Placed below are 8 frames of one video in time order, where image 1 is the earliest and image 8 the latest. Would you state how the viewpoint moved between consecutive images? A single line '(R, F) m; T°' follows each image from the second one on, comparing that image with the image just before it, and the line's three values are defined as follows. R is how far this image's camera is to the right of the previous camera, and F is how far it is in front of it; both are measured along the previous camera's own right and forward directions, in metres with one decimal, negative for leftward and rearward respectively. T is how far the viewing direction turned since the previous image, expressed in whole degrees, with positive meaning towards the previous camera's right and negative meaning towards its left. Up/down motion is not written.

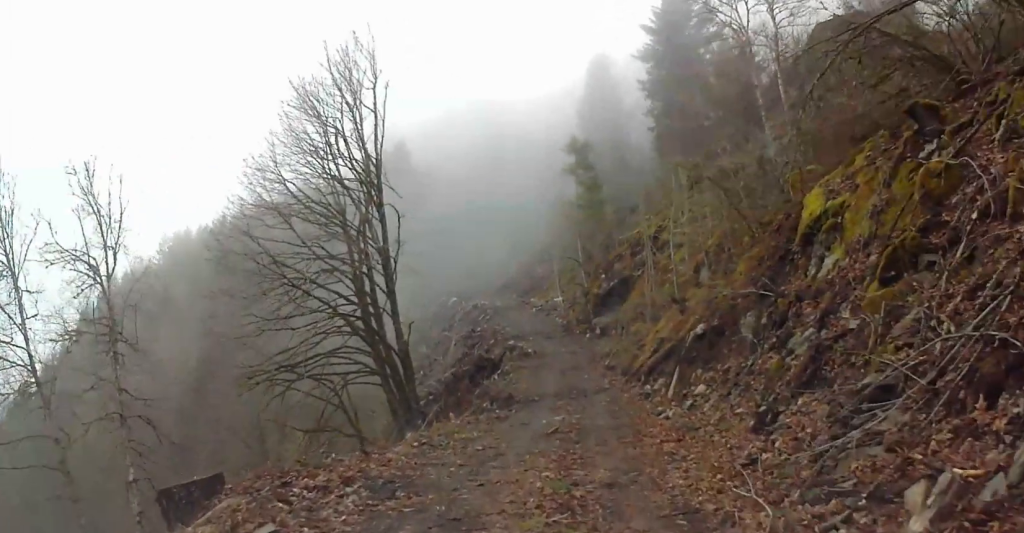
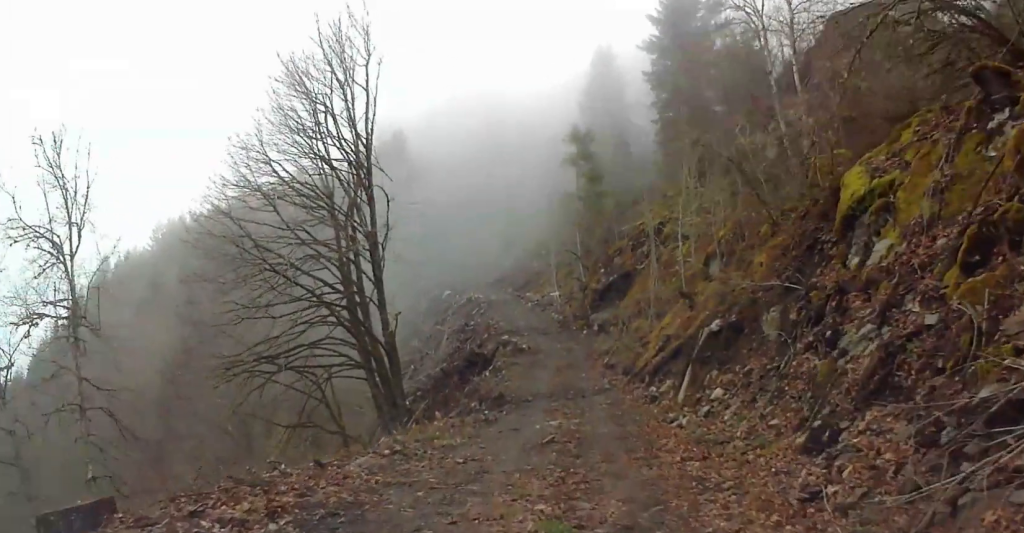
(+0.2, +2.7) m; -1°
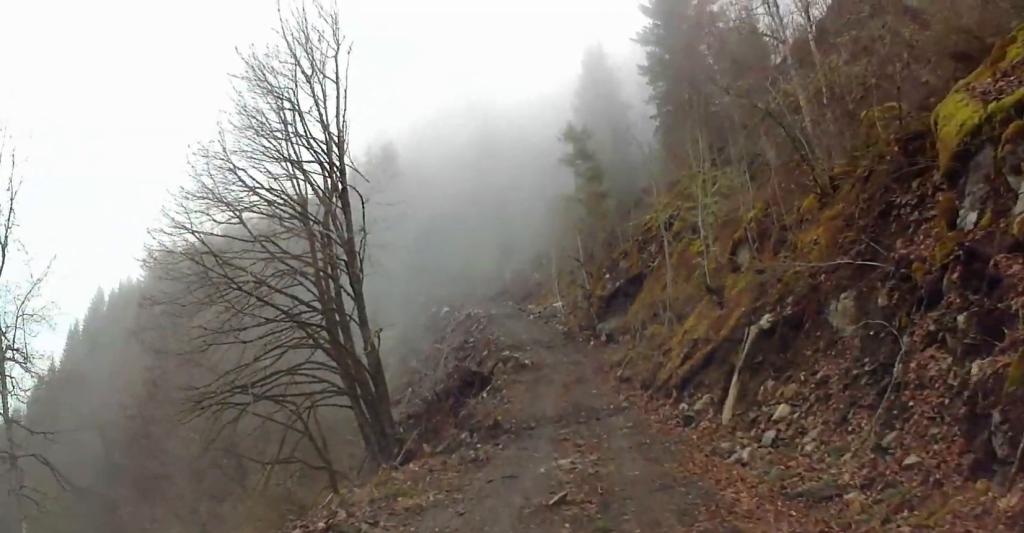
(-0.4, +4.6) m; 0°
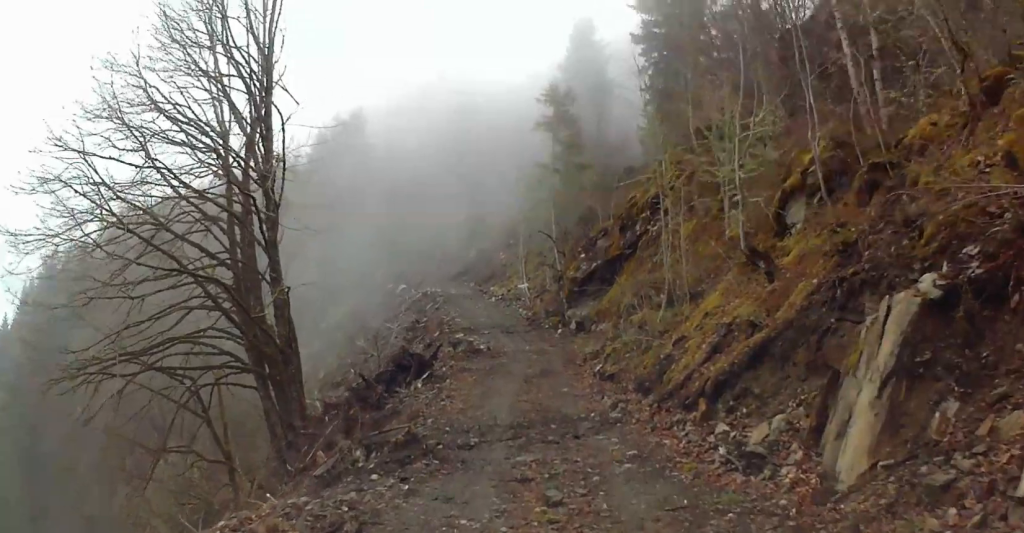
(+0.3, +7.5) m; -2°
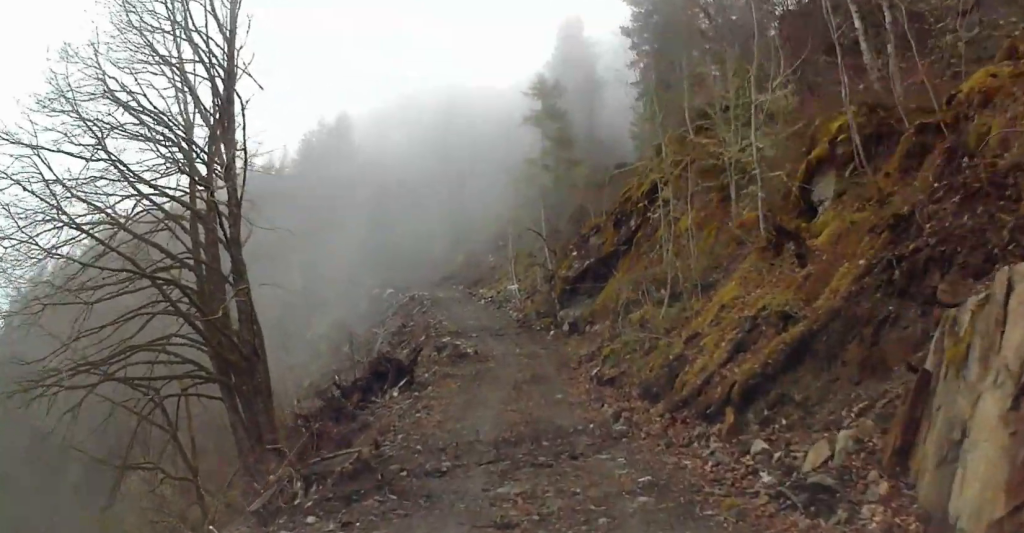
(-0.2, +2.4) m; -2°
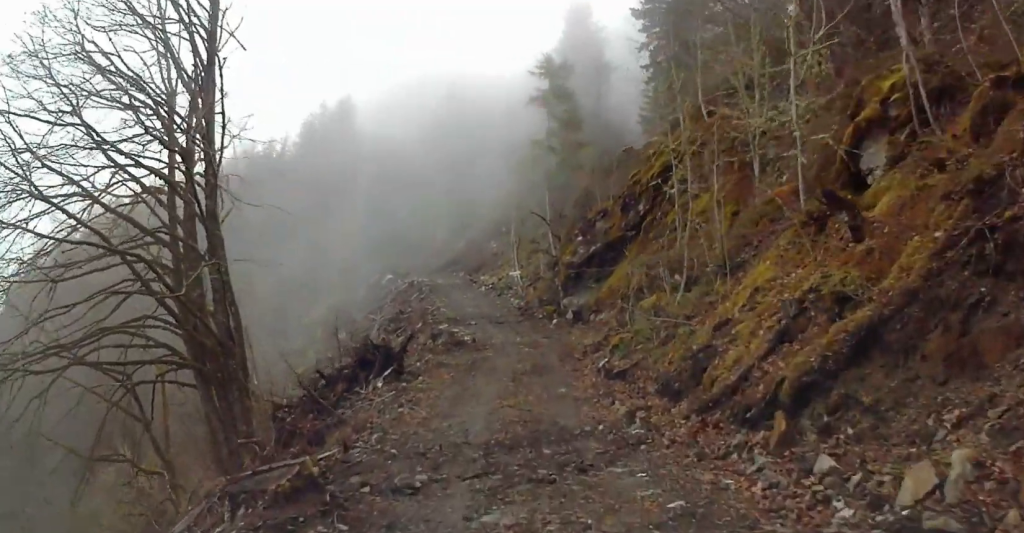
(0.0, +2.0) m; +1°
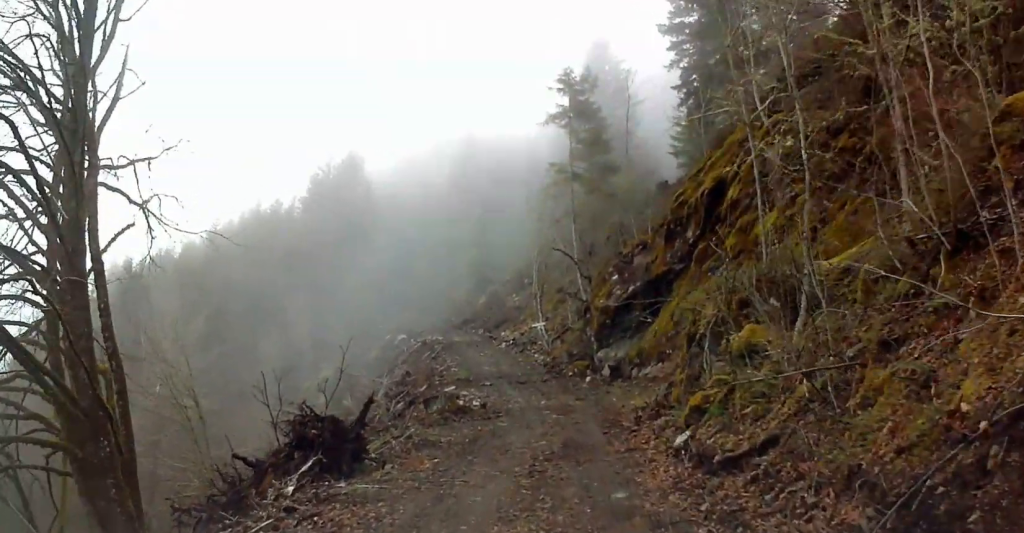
(+0.9, +9.1) m; +6°
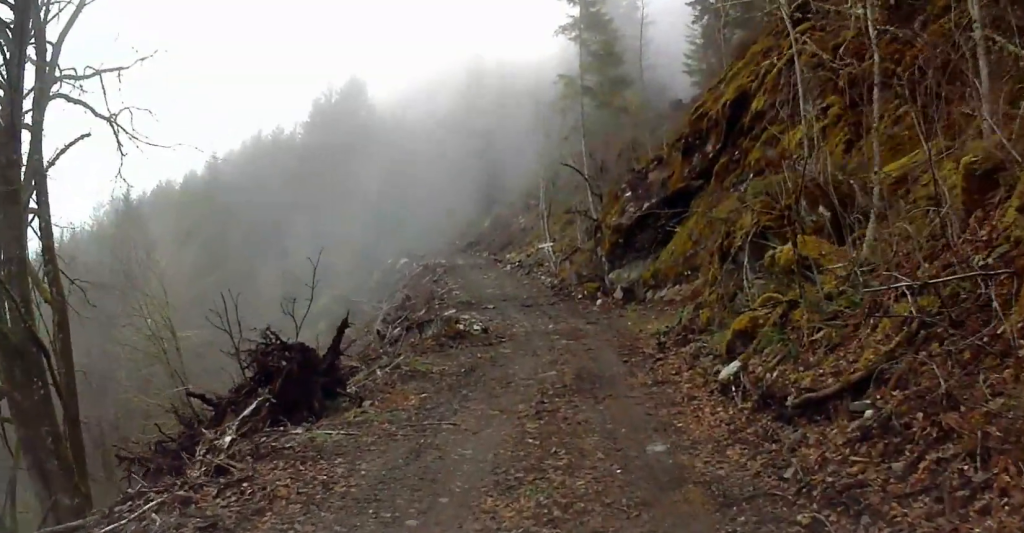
(-0.1, +3.3) m; +3°
